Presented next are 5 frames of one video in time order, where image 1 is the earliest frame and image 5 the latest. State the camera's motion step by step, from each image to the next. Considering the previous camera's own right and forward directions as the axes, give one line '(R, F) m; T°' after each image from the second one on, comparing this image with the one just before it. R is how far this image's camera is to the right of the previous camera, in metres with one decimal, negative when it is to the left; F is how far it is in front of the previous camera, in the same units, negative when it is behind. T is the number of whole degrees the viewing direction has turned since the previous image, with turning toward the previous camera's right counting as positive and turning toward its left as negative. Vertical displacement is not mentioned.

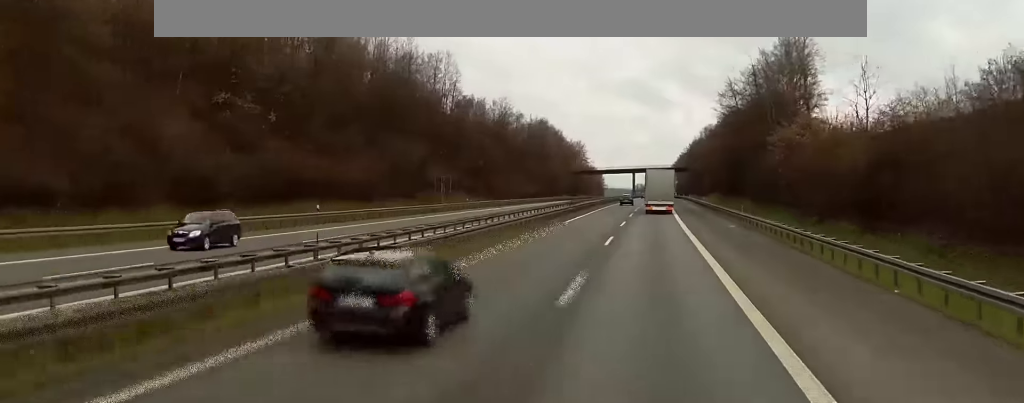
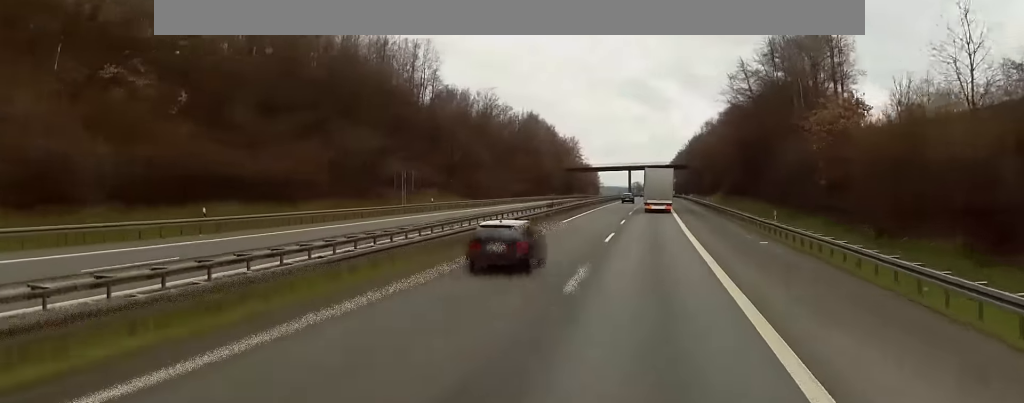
(0.0, +16.2) m; 0°
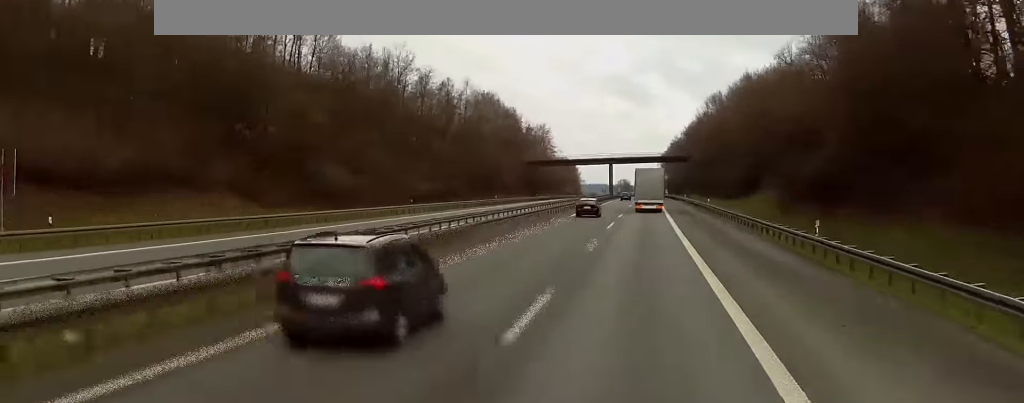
(+1.1, +61.2) m; +2°
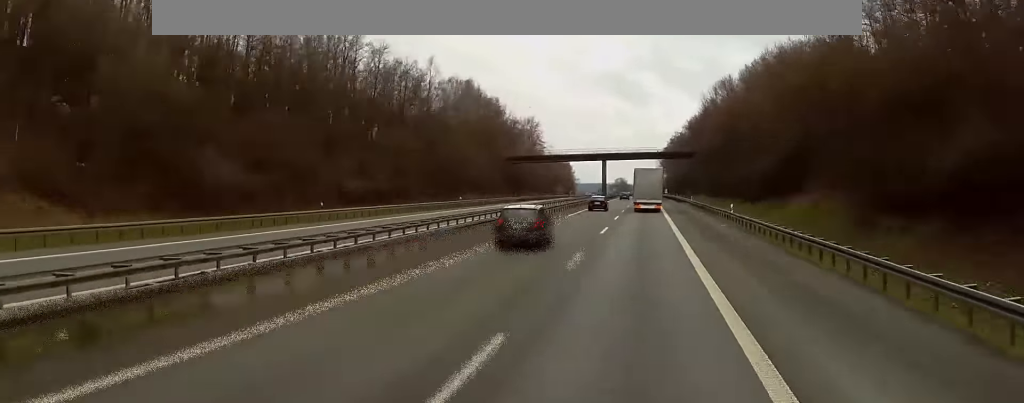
(0.0, +24.0) m; 0°
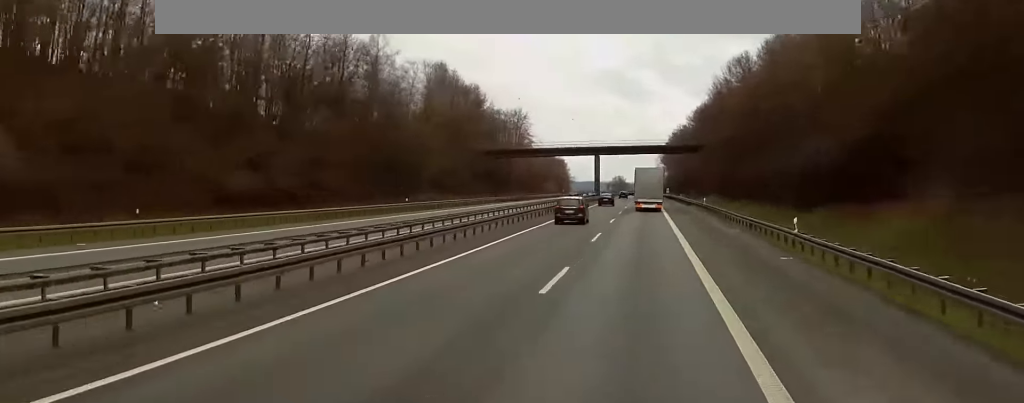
(0.0, +24.5) m; 0°
